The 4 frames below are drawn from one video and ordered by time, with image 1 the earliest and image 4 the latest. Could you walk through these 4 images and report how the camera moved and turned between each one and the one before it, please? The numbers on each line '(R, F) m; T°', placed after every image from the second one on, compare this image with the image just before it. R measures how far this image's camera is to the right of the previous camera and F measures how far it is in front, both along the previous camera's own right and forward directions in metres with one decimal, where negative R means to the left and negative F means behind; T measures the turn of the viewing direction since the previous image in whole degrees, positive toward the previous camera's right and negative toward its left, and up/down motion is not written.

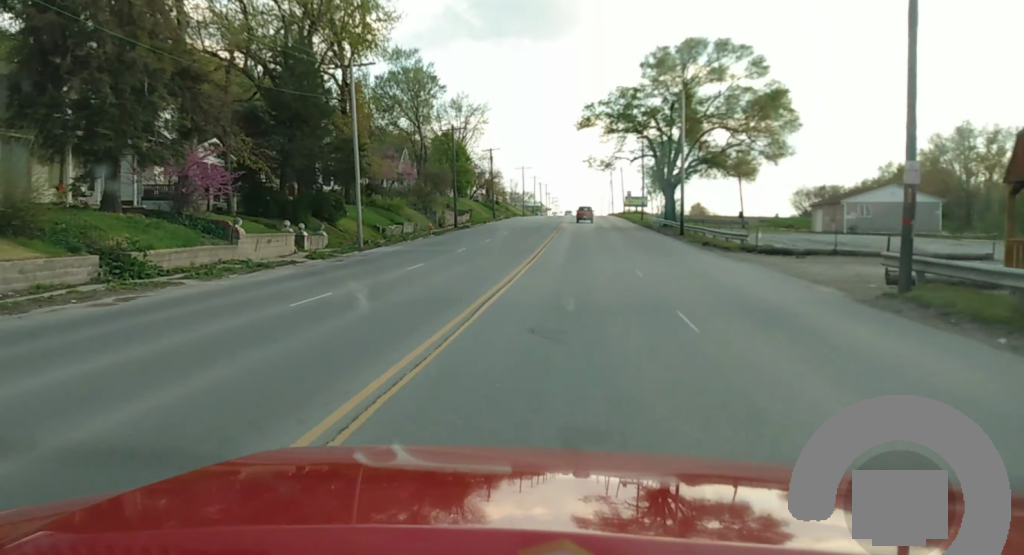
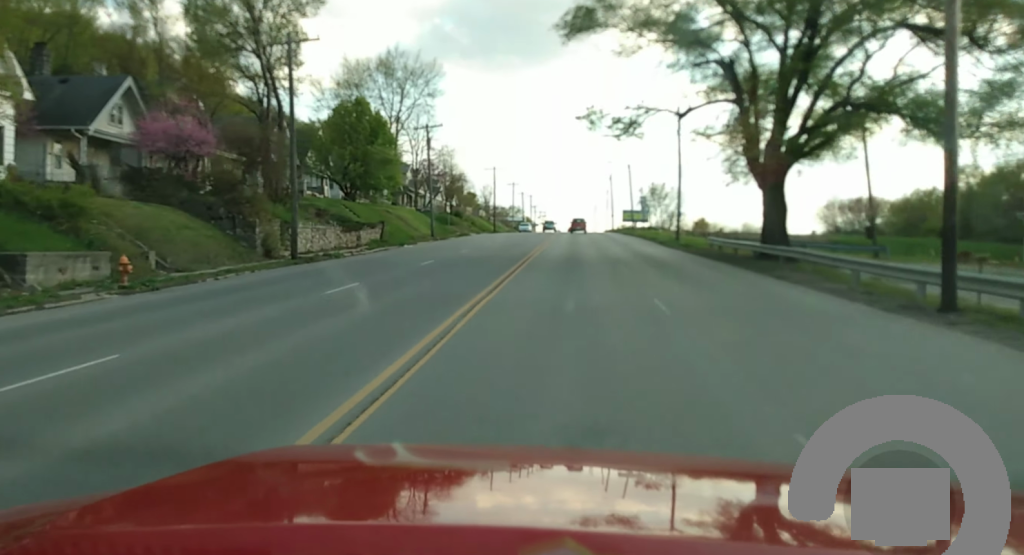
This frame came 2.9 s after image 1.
(0.0, +46.4) m; 0°
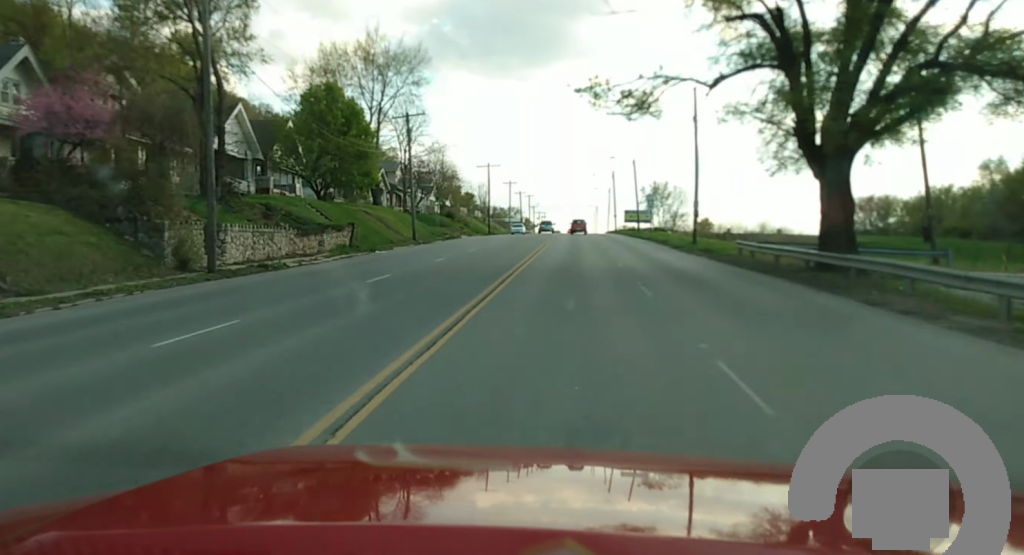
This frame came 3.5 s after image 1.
(0.0, +8.9) m; 0°
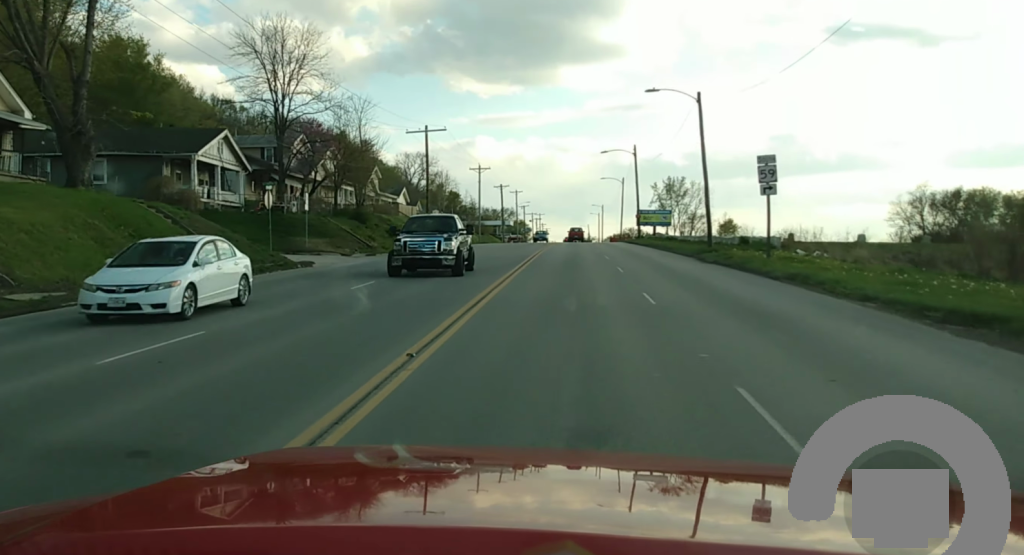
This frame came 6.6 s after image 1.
(0.0, +49.4) m; +1°
